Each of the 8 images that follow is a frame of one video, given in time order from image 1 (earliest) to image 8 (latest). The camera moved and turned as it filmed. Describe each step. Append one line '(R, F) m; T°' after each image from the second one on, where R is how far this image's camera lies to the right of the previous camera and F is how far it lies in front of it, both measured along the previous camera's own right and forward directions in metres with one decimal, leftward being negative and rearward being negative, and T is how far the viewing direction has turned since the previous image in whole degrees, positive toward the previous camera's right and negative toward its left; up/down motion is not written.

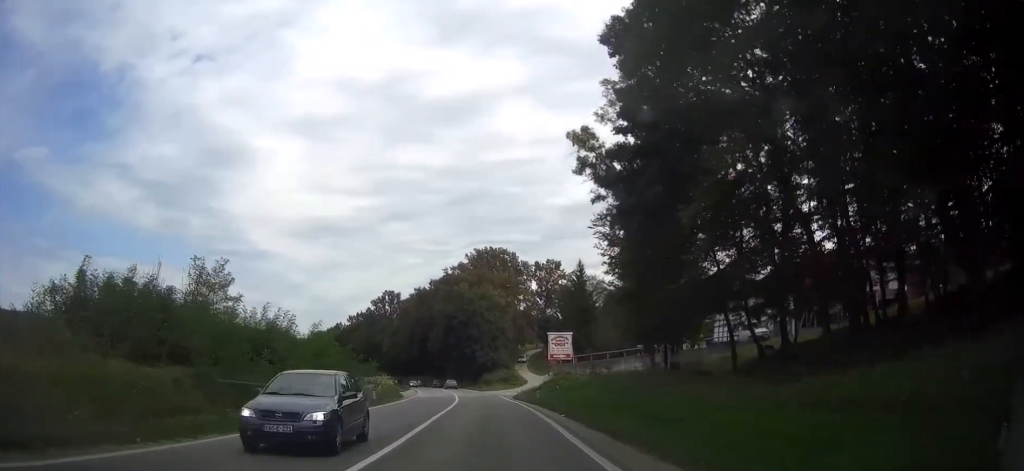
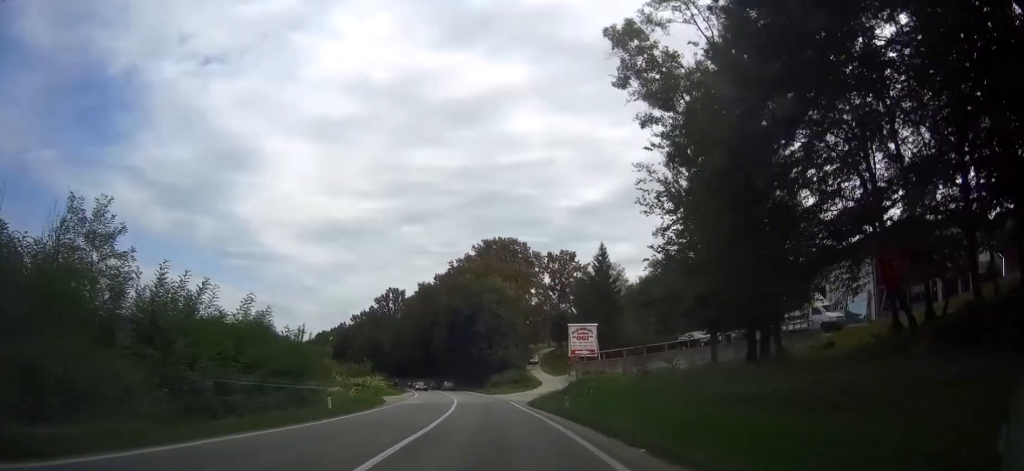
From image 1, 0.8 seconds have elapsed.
(-0.1, +12.4) m; -1°
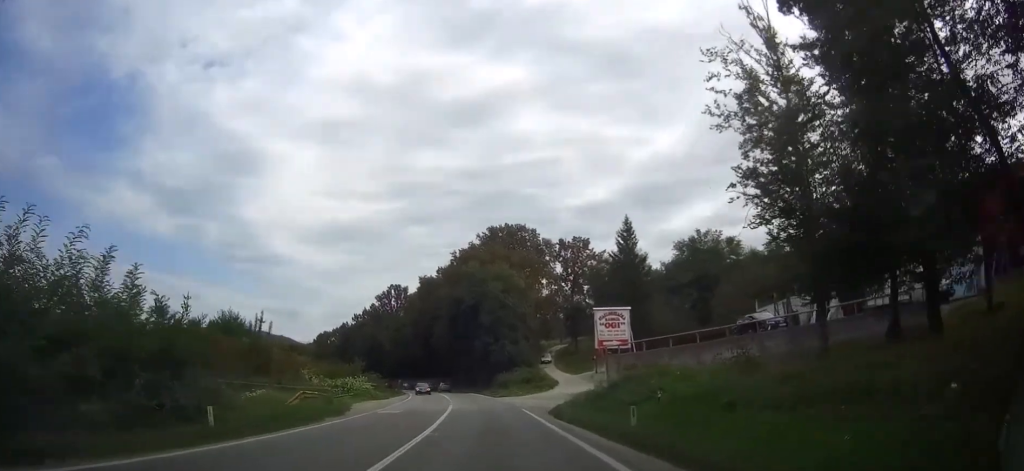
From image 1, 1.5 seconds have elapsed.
(-0.2, +12.3) m; -1°
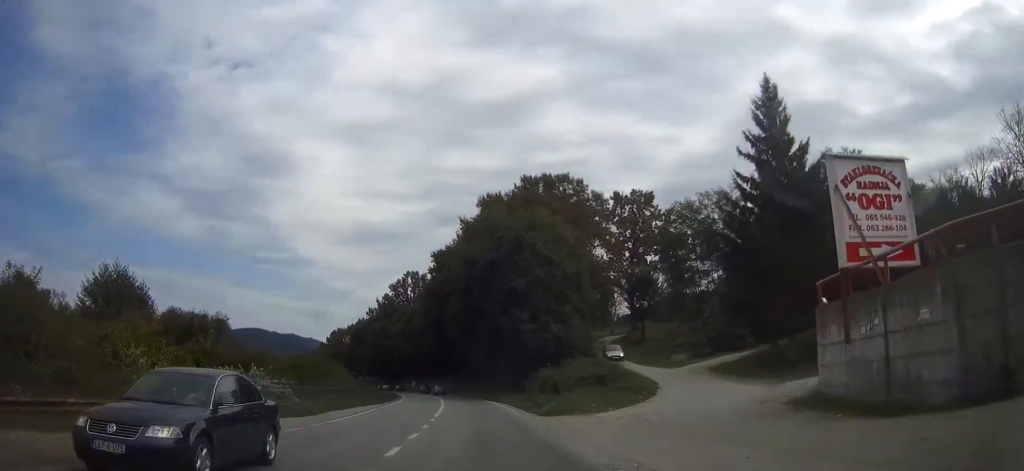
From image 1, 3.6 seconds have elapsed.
(-0.7, +32.6) m; -3°
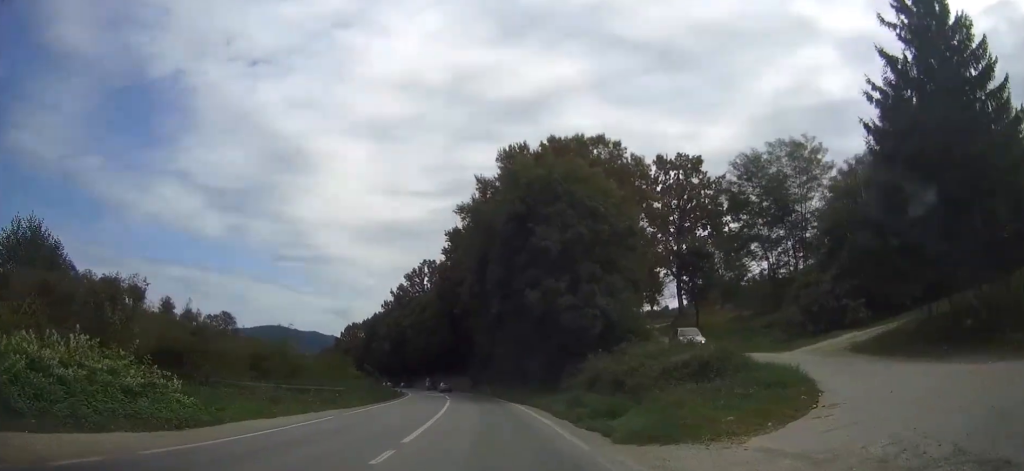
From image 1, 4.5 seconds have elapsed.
(-0.2, +14.4) m; -1°
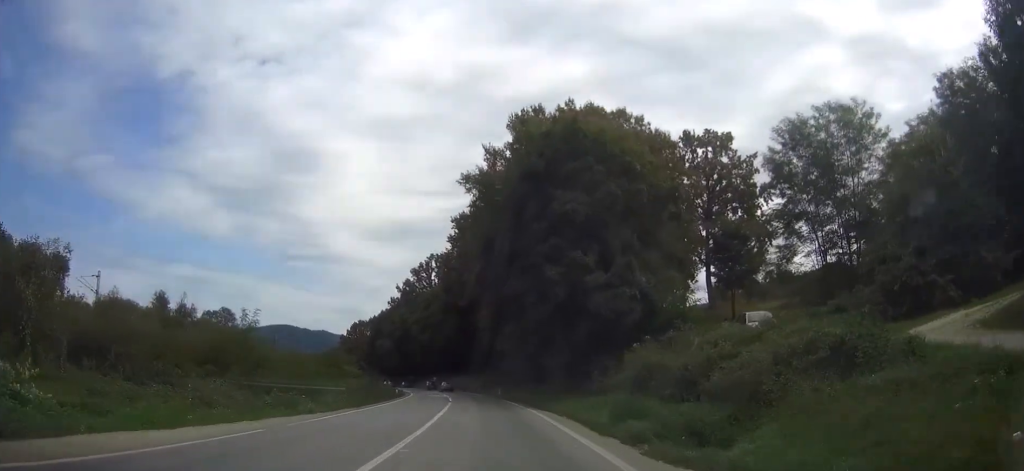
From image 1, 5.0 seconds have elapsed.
(0.0, +8.0) m; -1°
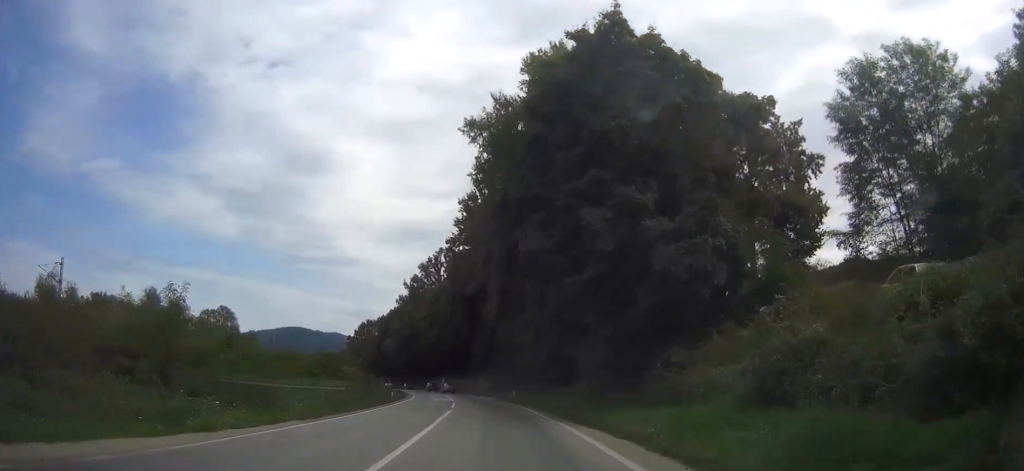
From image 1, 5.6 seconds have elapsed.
(-0.1, +10.2) m; -1°
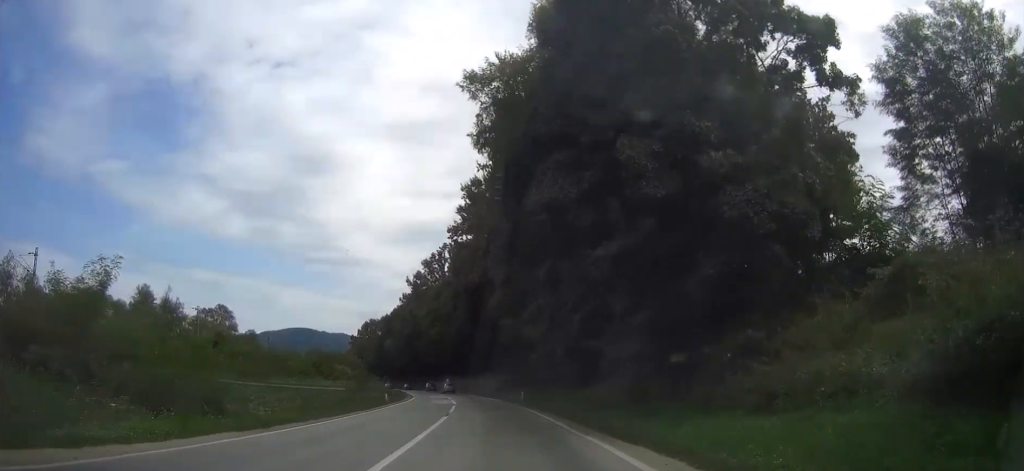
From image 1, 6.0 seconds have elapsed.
(+0.1, +6.4) m; -1°
